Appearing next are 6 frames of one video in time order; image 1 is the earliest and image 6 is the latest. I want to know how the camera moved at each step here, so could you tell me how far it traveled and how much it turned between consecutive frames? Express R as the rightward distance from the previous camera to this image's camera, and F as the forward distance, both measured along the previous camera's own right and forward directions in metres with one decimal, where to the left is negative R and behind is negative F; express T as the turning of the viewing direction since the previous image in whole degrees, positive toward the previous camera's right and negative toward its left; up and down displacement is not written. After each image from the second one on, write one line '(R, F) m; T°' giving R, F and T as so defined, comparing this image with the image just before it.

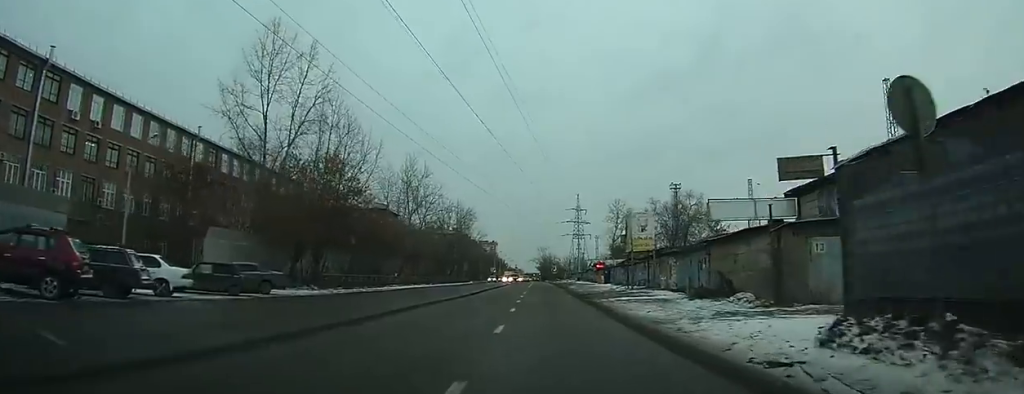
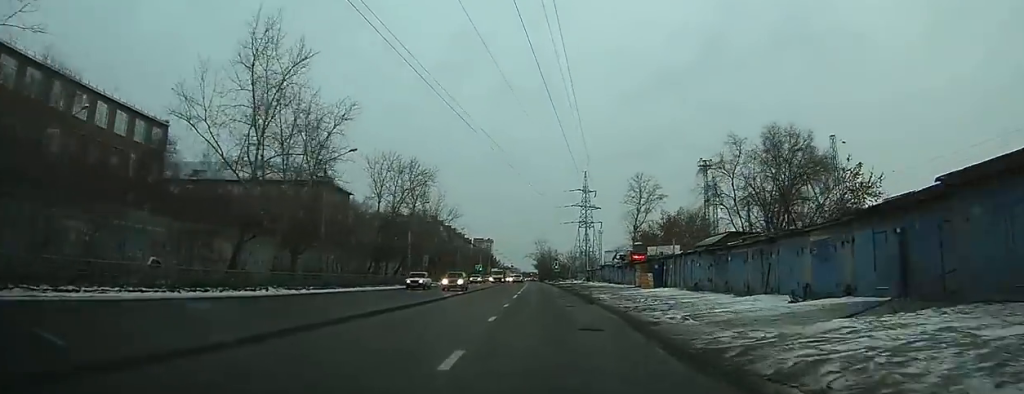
(0.0, +37.5) m; 0°
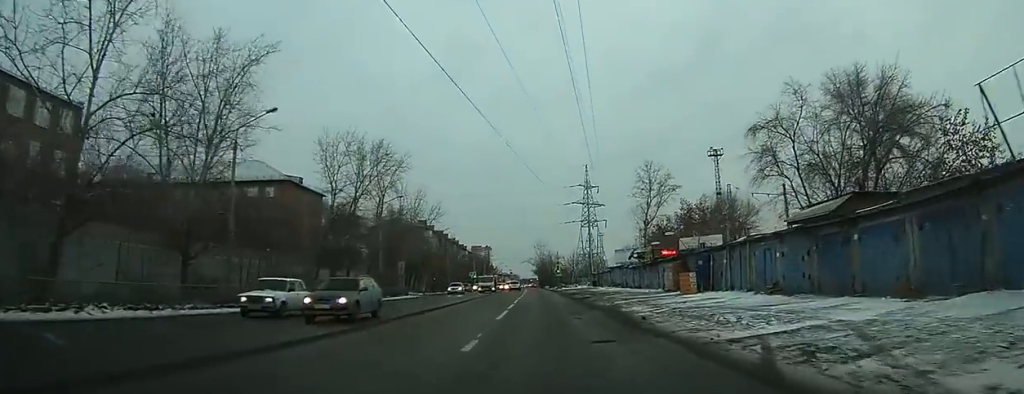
(0.0, +13.1) m; 0°
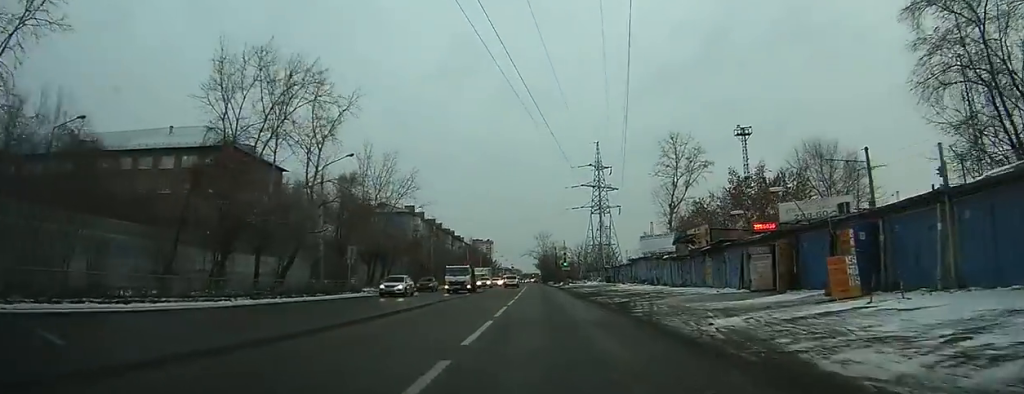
(0.0, +17.6) m; 0°
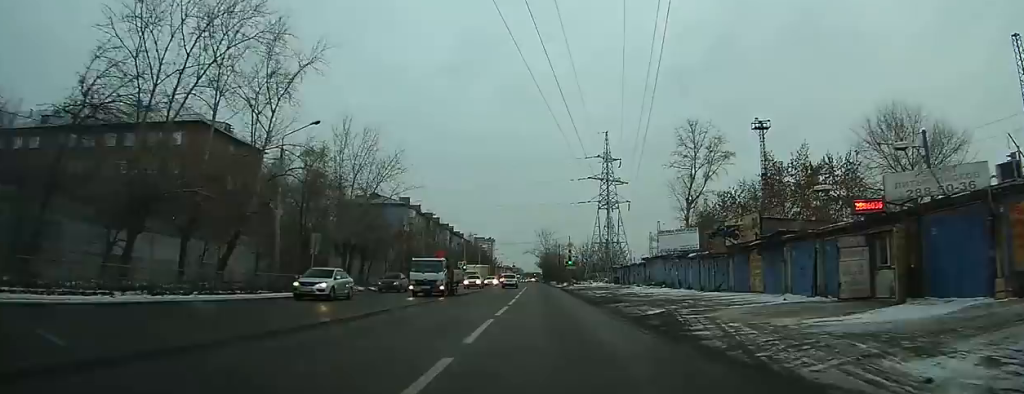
(0.0, +8.0) m; 0°
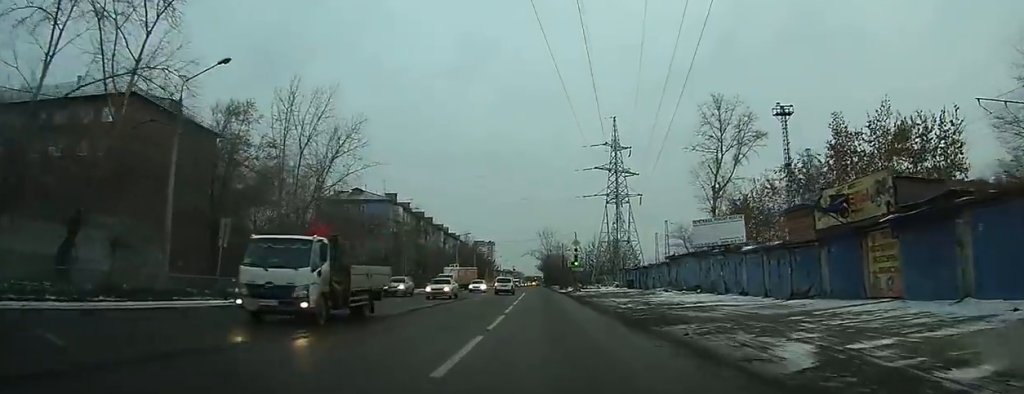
(0.0, +11.4) m; -1°
